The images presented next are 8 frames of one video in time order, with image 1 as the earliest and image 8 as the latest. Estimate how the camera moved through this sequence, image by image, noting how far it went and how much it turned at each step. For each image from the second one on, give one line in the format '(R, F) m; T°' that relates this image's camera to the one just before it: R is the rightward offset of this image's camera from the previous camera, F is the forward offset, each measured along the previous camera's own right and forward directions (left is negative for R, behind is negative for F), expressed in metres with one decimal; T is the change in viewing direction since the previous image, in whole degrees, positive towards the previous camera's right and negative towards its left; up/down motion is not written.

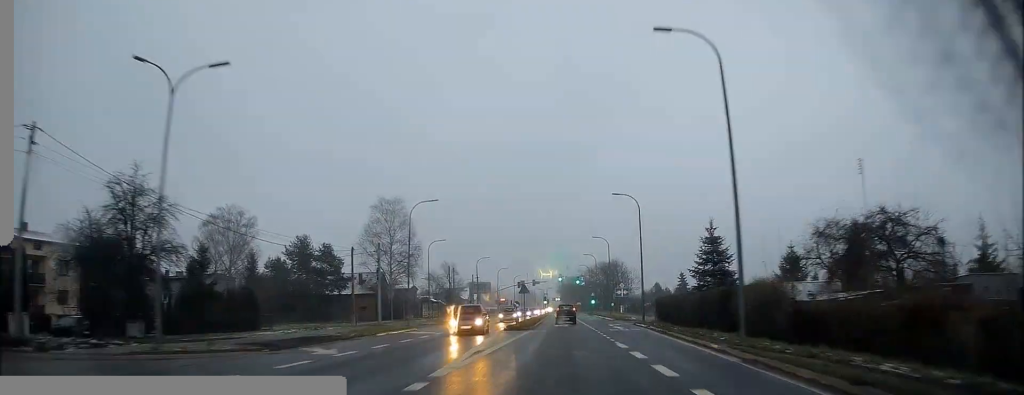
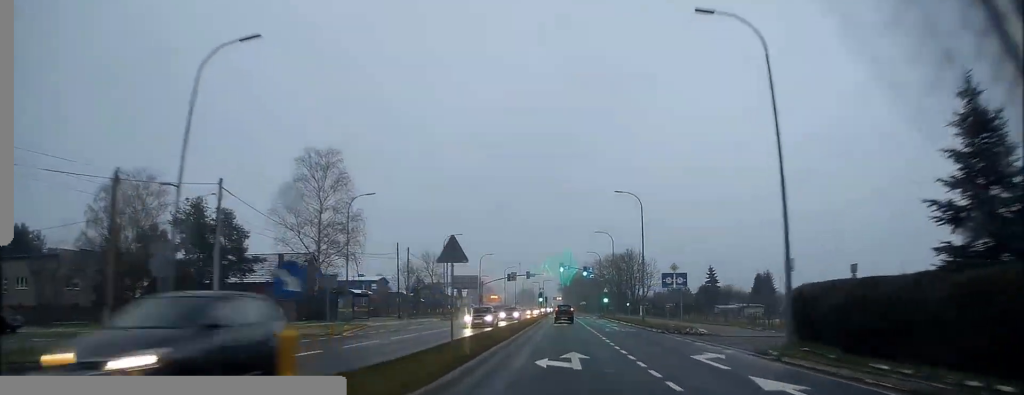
(0.0, +29.9) m; 0°
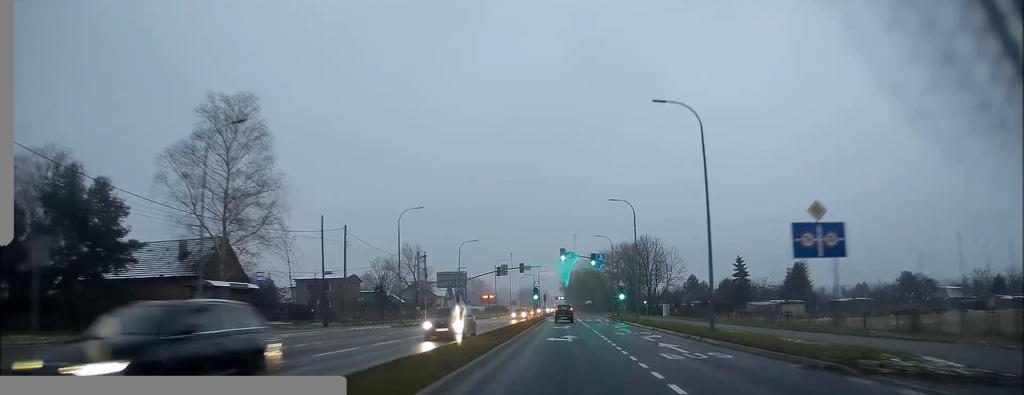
(+0.1, +20.6) m; 0°
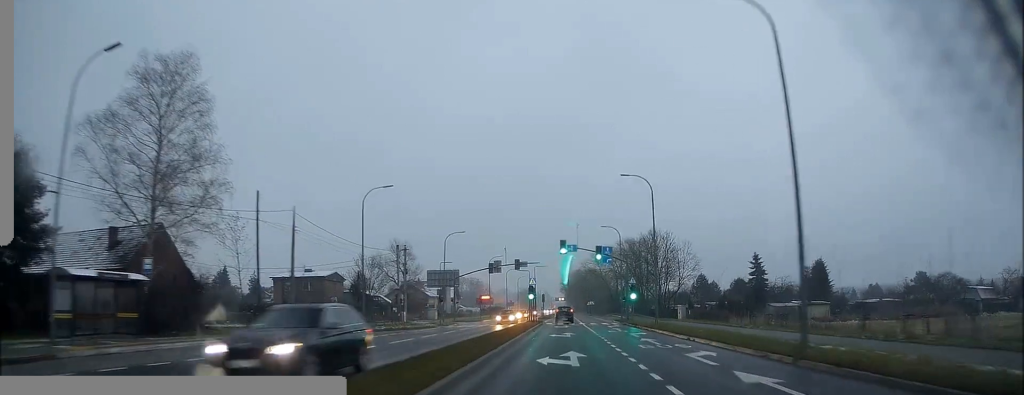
(0.0, +9.9) m; 0°
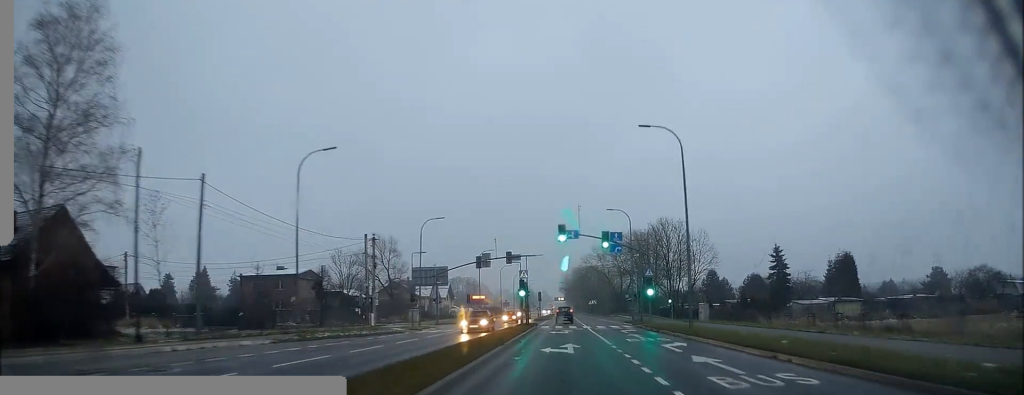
(0.0, +10.9) m; 0°
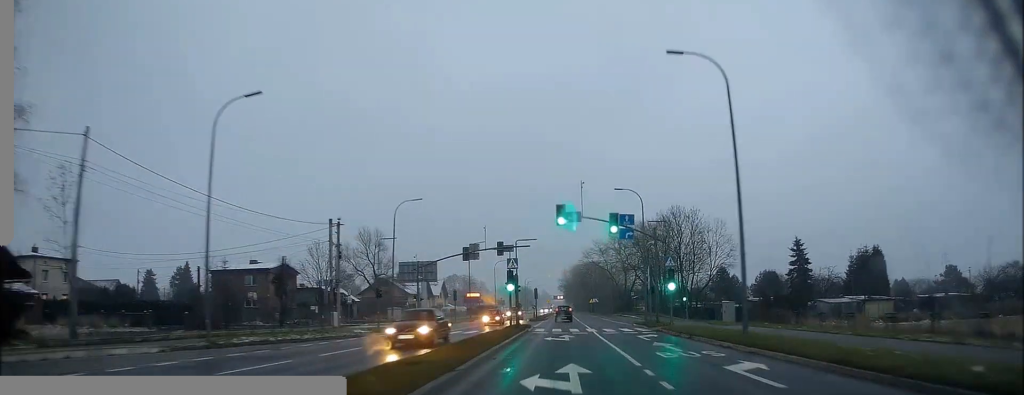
(0.0, +8.9) m; 0°
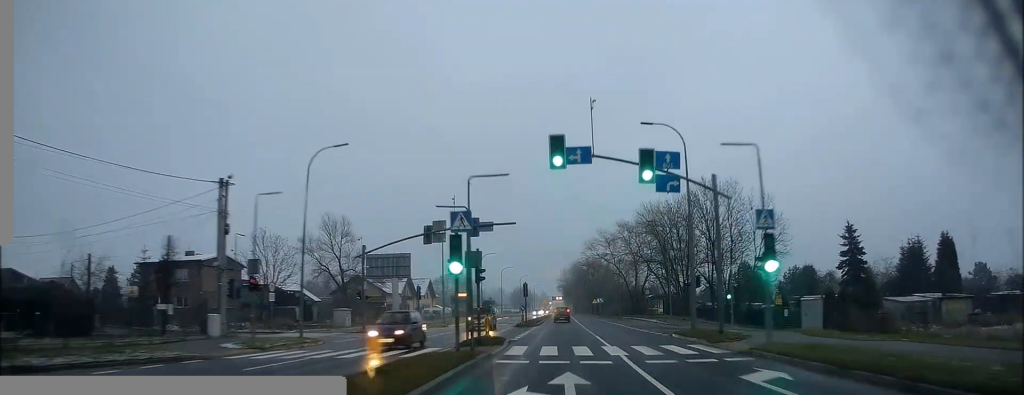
(-0.1, +16.7) m; 0°
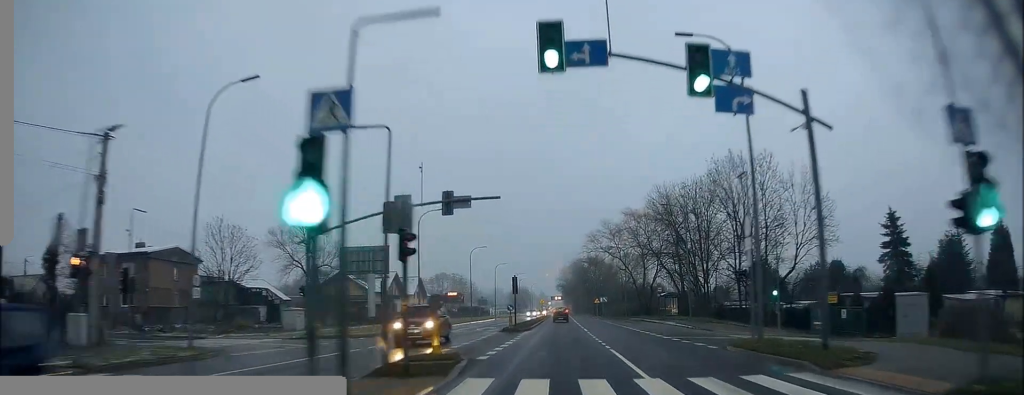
(0.0, +9.9) m; 0°
